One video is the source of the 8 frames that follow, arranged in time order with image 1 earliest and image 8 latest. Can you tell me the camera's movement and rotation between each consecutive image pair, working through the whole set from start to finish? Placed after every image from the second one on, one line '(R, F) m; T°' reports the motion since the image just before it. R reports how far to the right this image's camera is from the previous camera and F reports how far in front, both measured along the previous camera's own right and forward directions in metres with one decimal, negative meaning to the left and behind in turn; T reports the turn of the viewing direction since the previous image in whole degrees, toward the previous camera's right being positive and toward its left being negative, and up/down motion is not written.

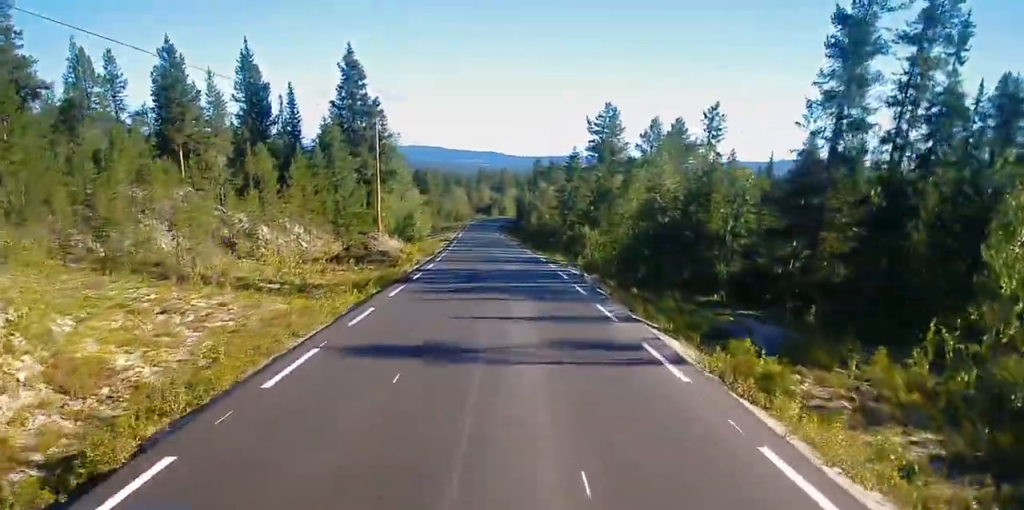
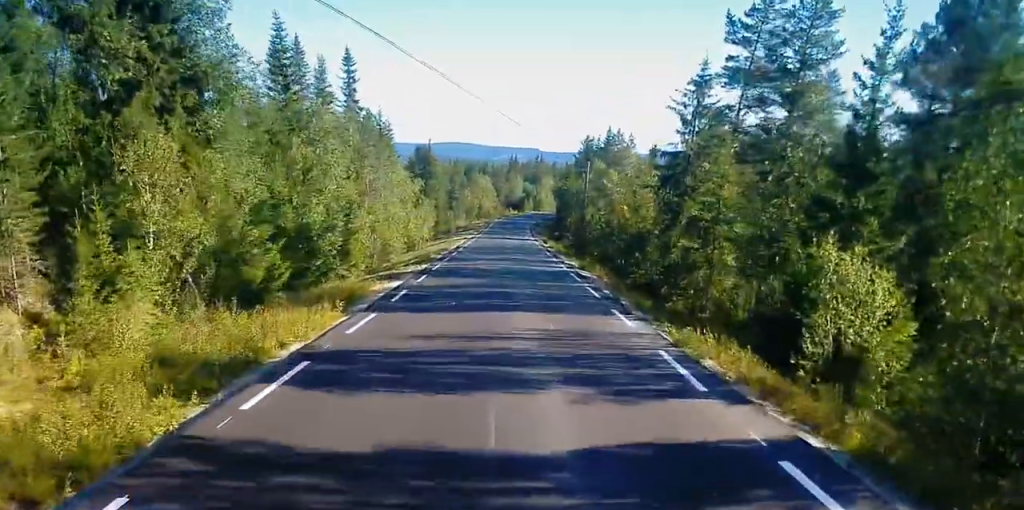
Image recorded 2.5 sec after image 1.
(-1.1, +42.7) m; -2°
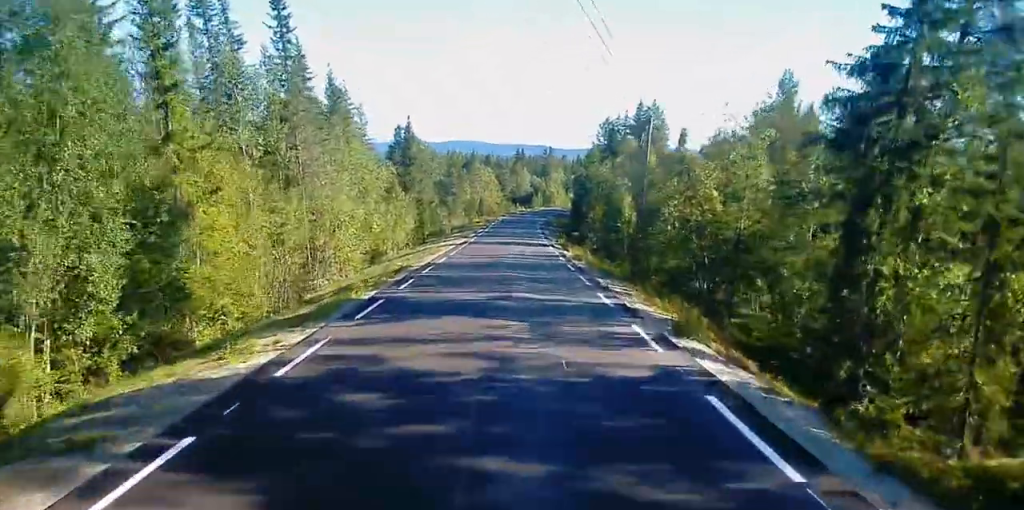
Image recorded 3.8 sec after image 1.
(-0.1, +21.8) m; 0°
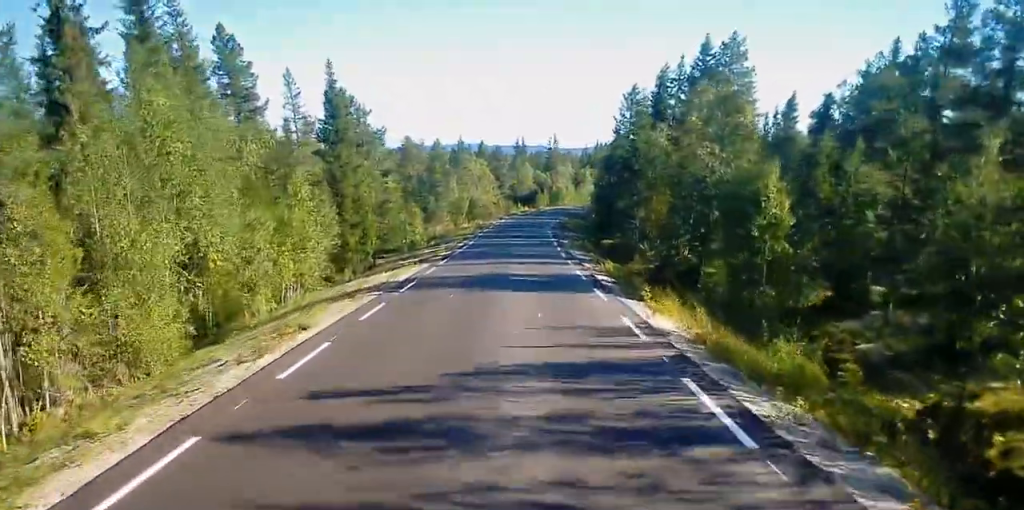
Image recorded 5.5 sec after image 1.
(-0.2, +29.3) m; -1°
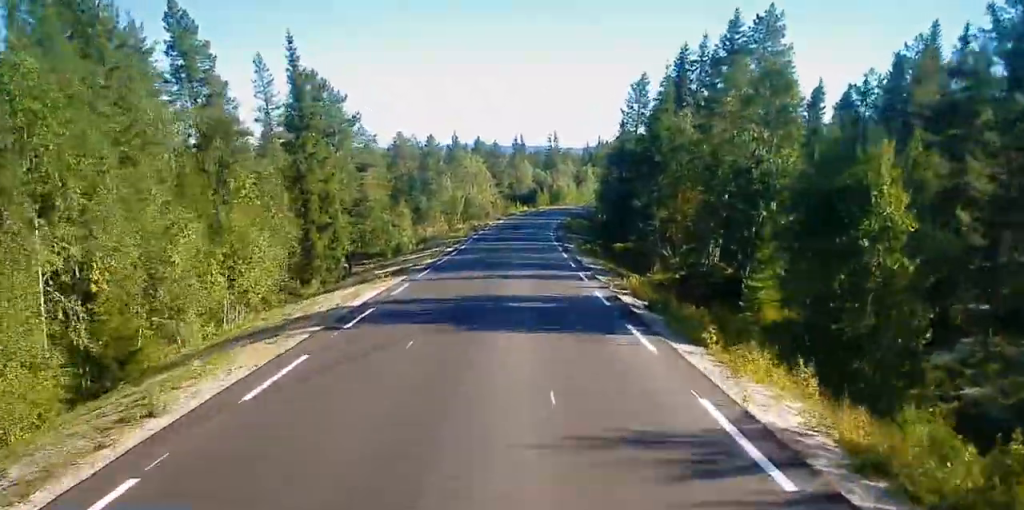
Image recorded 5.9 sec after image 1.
(0.0, +7.2) m; 0°
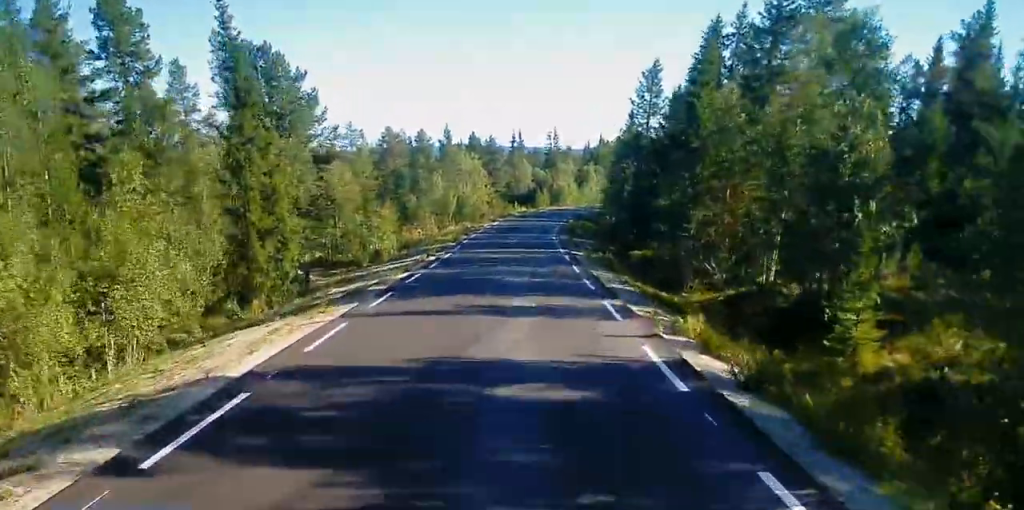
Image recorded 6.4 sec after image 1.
(0.0, +8.6) m; 0°
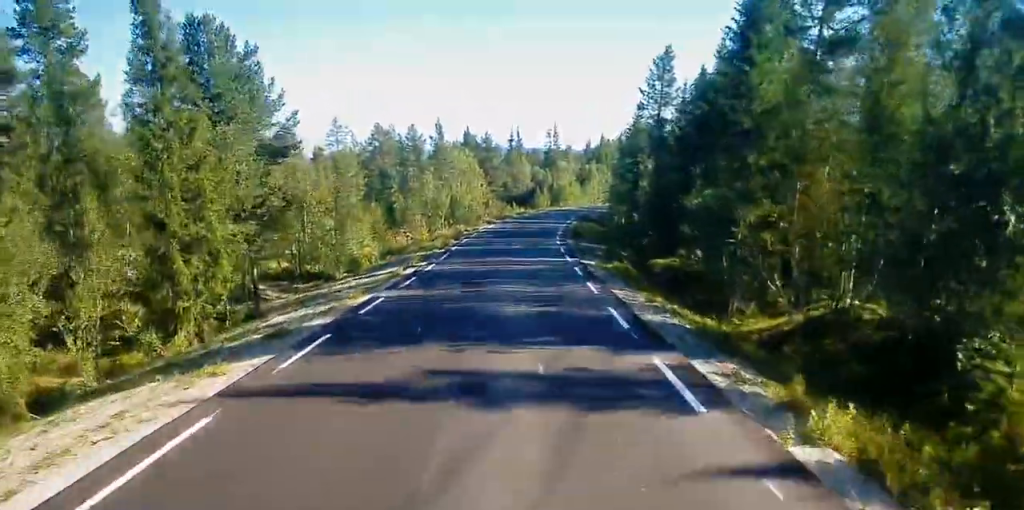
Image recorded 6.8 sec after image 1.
(0.0, +7.1) m; 0°
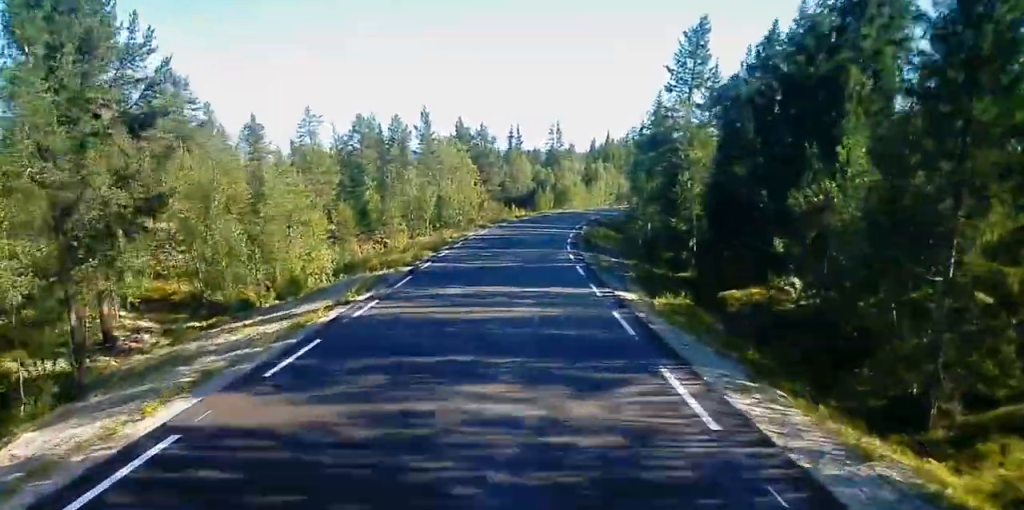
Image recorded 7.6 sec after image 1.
(+0.1, +12.5) m; 0°
